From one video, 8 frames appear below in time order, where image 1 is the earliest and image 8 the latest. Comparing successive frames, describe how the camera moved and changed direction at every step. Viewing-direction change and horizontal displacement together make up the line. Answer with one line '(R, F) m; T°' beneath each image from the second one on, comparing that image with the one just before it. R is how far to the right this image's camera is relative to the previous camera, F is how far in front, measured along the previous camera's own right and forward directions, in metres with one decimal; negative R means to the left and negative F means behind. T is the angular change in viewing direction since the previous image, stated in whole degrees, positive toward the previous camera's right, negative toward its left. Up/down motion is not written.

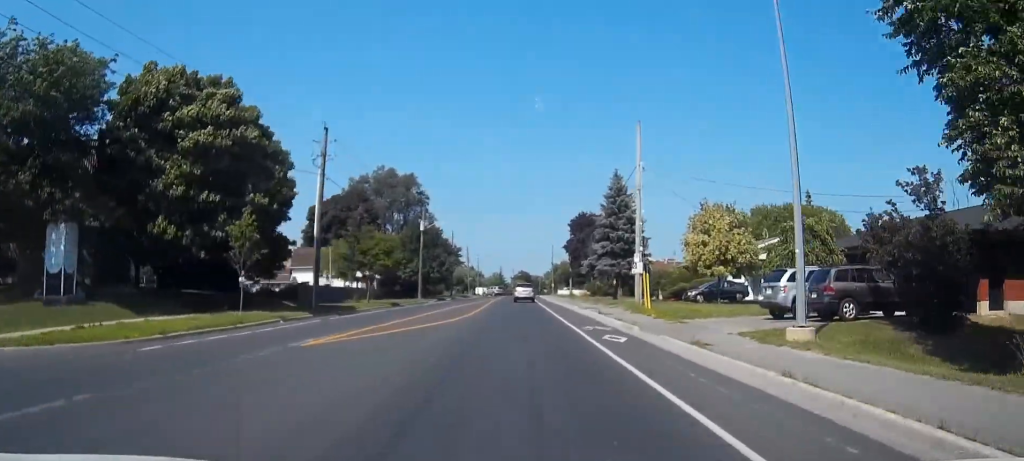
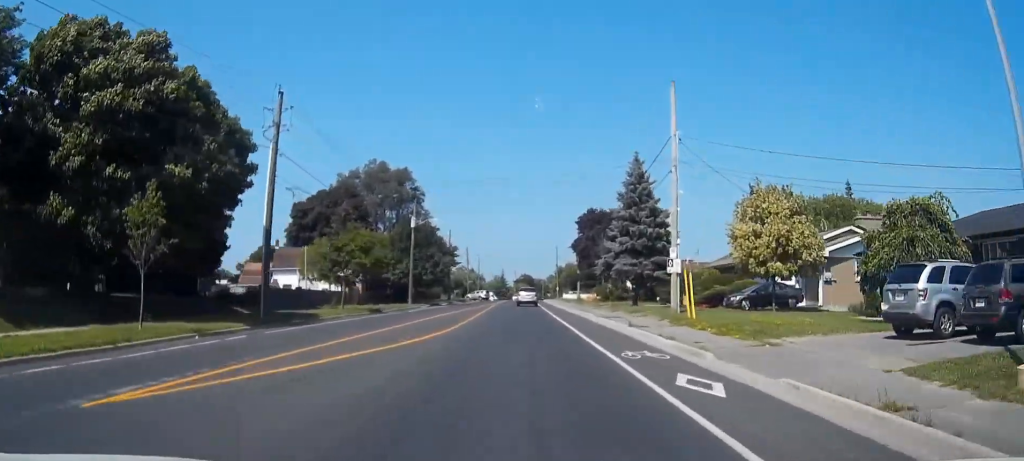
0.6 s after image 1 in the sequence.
(0.0, +9.3) m; -1°
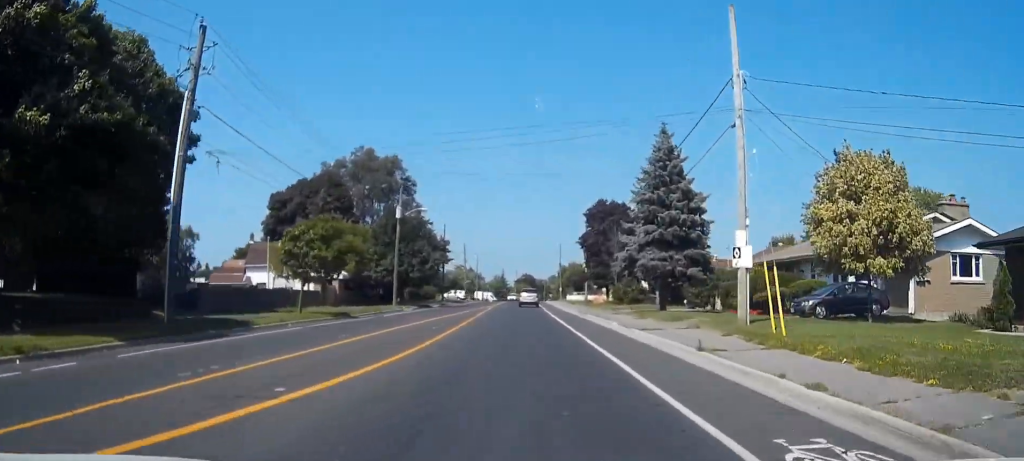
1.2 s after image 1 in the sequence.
(-0.1, +10.0) m; -1°
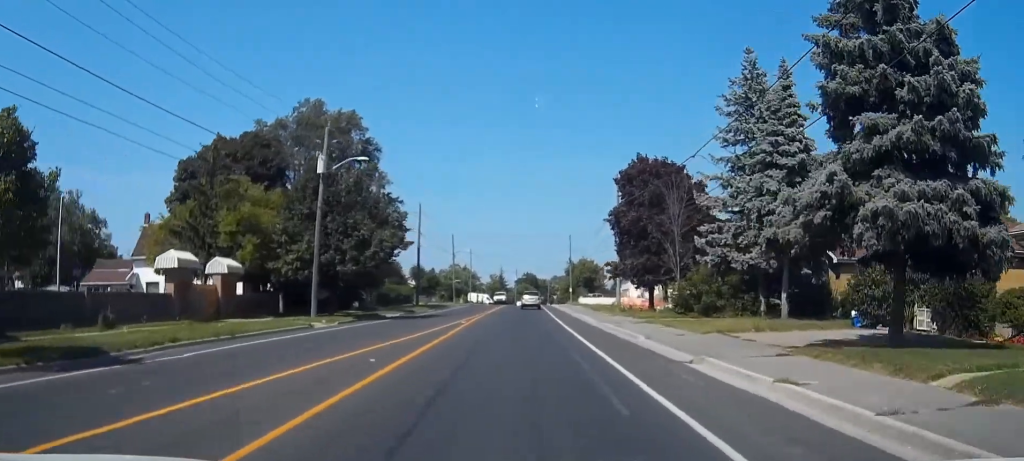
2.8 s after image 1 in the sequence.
(-0.3, +26.8) m; -1°
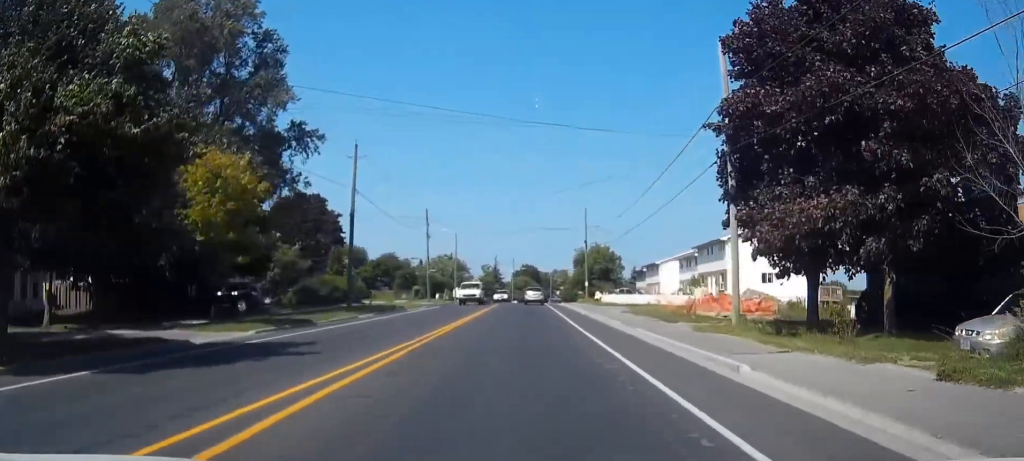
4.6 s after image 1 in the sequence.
(-0.1, +31.0) m; 0°
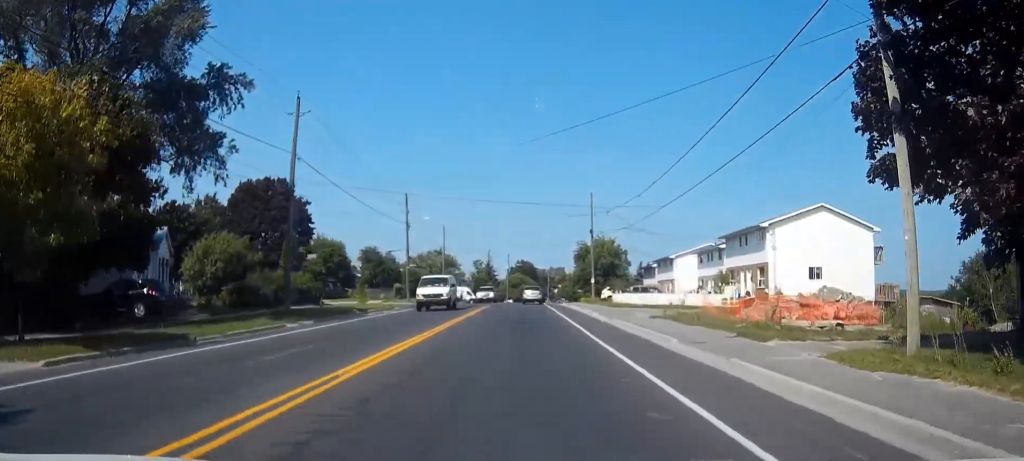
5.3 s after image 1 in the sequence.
(+0.1, +12.4) m; +1°
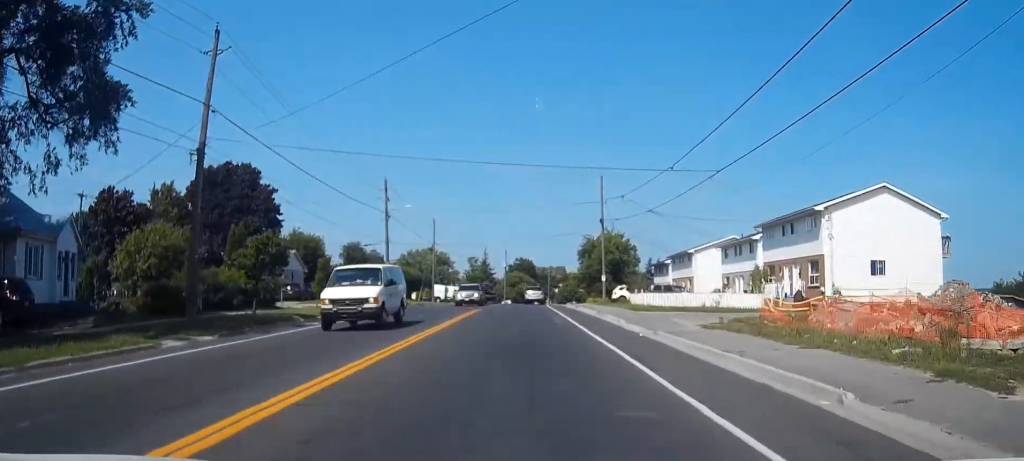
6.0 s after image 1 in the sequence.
(+0.1, +10.7) m; 0°
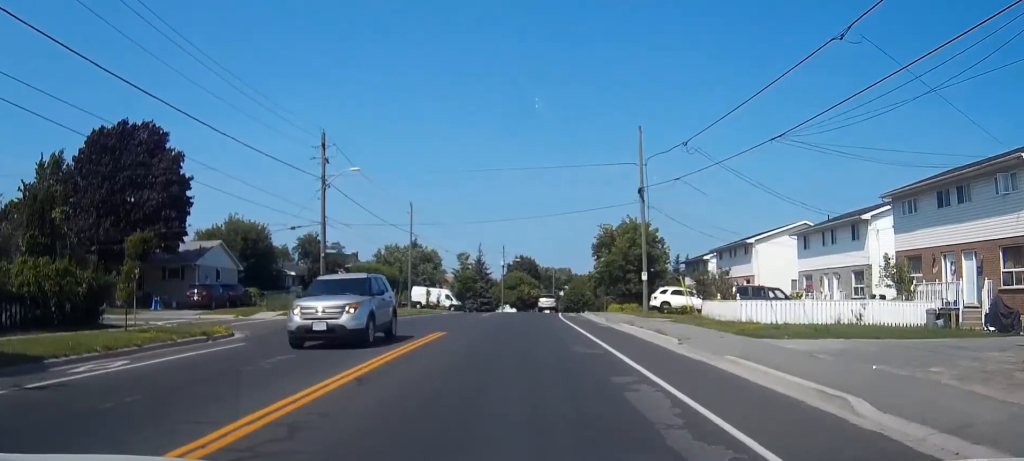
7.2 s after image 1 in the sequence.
(0.0, +20.9) m; 0°
